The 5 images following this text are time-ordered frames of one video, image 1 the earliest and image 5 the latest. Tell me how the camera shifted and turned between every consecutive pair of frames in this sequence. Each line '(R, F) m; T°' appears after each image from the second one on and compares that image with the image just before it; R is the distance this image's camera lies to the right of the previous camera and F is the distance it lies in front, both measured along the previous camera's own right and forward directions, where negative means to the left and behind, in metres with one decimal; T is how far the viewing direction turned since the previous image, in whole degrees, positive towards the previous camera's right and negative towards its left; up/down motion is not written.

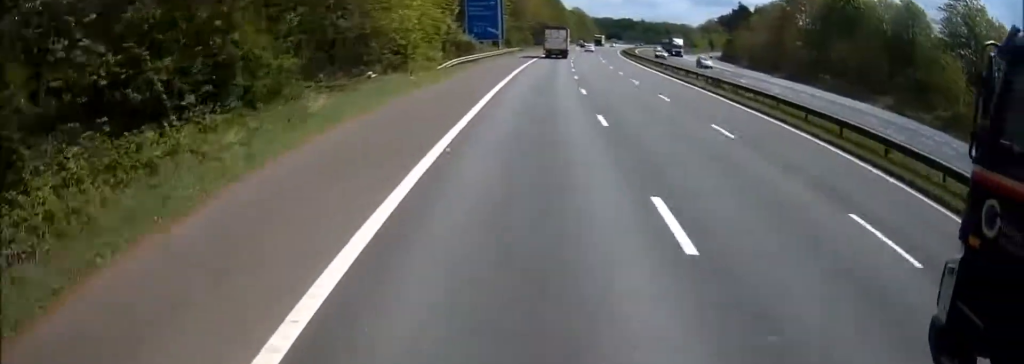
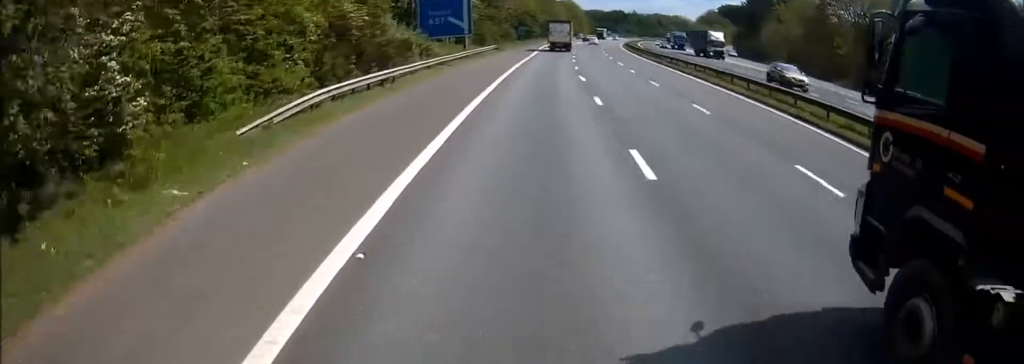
(0.0, +23.7) m; +1°
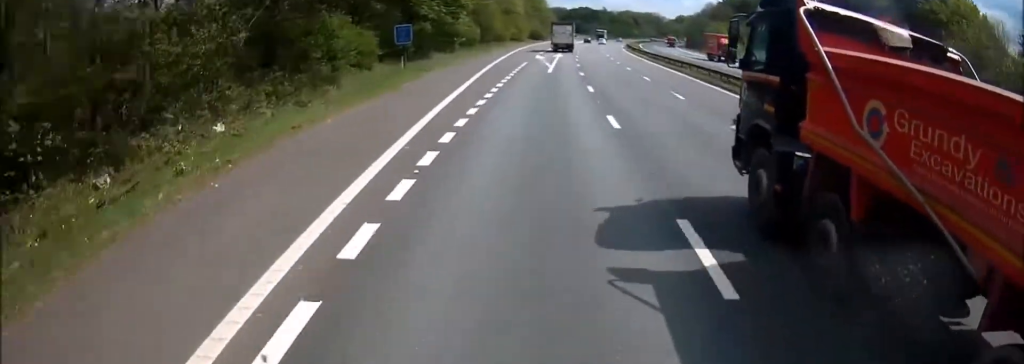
(+2.5, +68.2) m; +5°
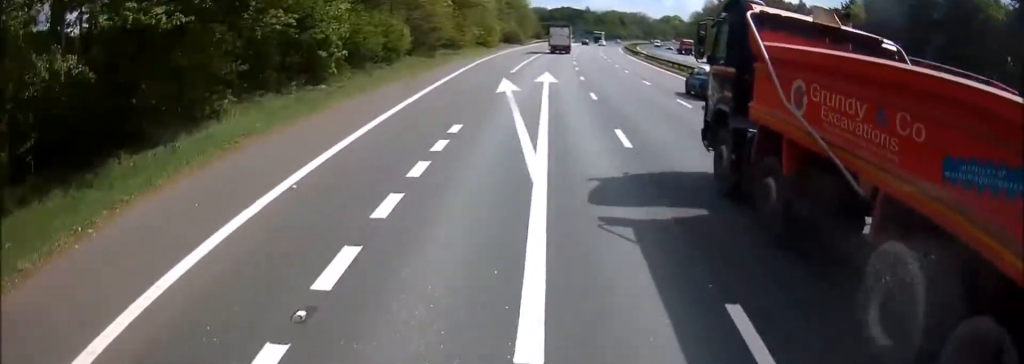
(+0.8, +29.4) m; +2°
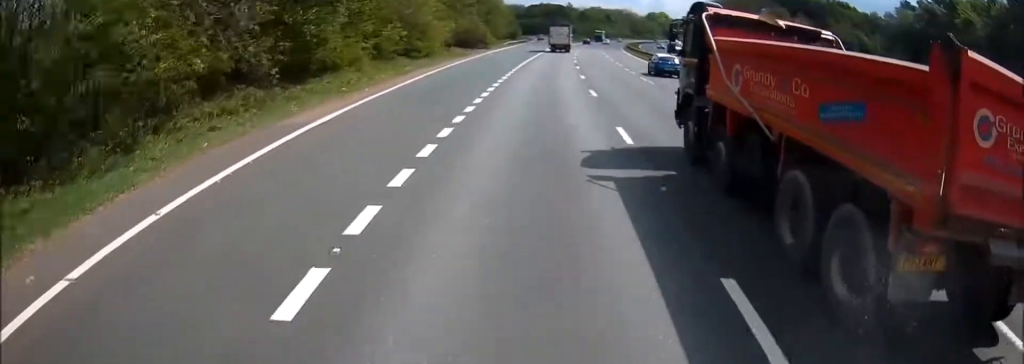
(+0.6, +35.5) m; +1°
